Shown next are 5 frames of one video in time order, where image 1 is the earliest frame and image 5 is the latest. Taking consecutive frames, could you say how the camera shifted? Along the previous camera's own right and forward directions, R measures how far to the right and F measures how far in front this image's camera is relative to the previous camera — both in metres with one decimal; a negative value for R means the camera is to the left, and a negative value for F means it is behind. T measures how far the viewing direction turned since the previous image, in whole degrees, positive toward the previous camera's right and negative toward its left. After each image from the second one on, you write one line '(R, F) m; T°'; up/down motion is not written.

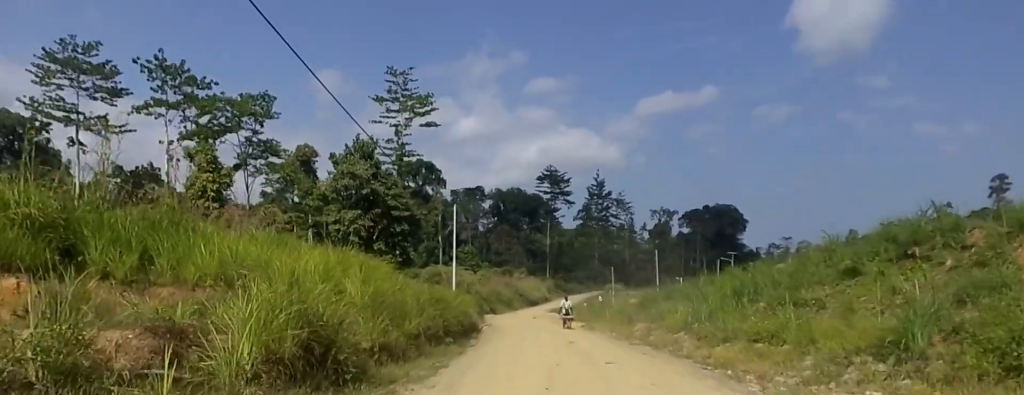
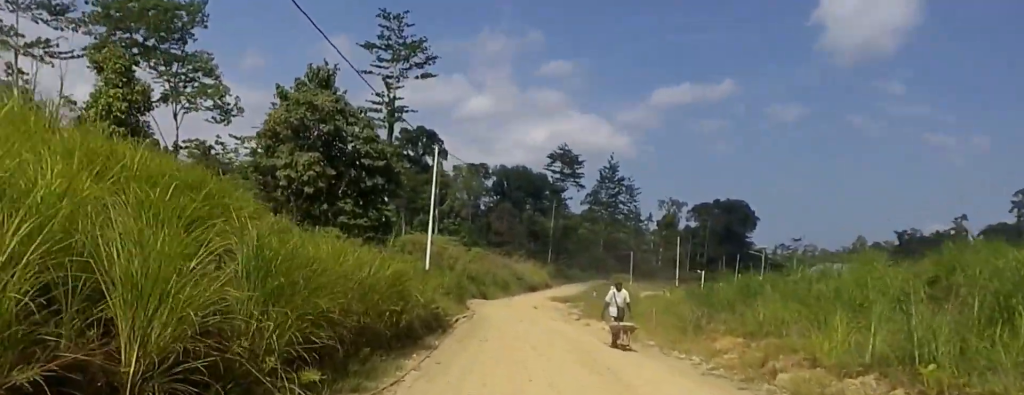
(0.0, +13.9) m; 0°
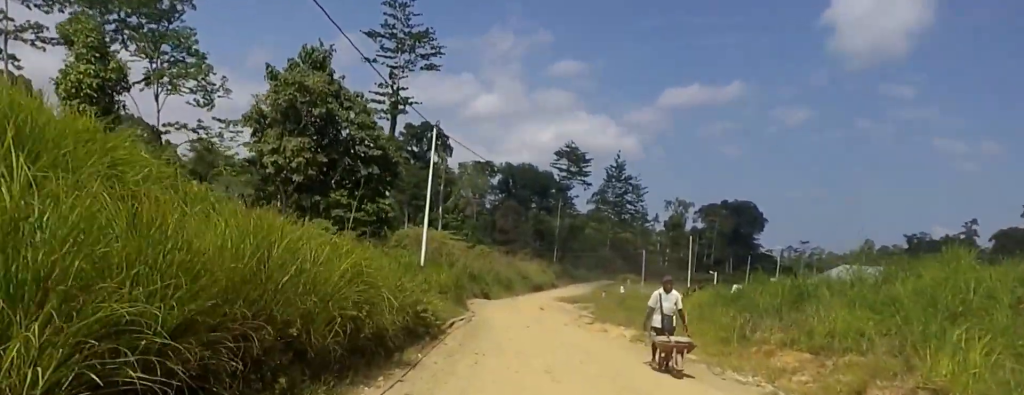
(0.0, +3.6) m; 0°
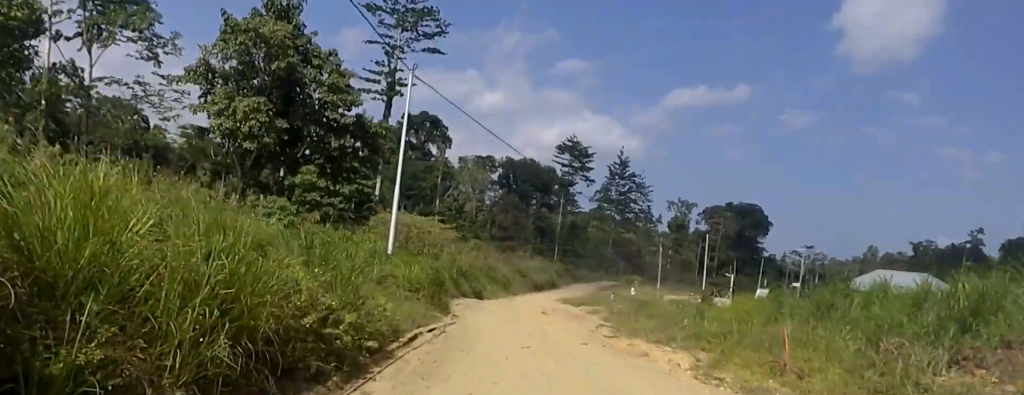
(0.0, +7.6) m; 0°
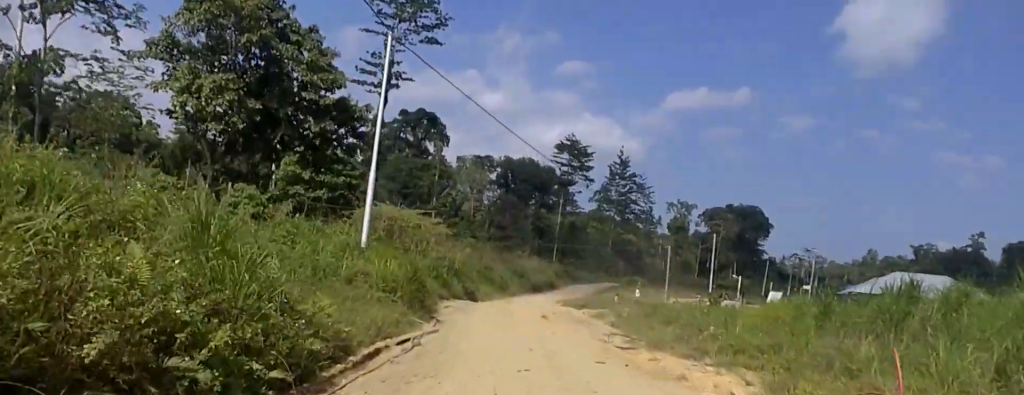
(0.0, +3.4) m; 0°
